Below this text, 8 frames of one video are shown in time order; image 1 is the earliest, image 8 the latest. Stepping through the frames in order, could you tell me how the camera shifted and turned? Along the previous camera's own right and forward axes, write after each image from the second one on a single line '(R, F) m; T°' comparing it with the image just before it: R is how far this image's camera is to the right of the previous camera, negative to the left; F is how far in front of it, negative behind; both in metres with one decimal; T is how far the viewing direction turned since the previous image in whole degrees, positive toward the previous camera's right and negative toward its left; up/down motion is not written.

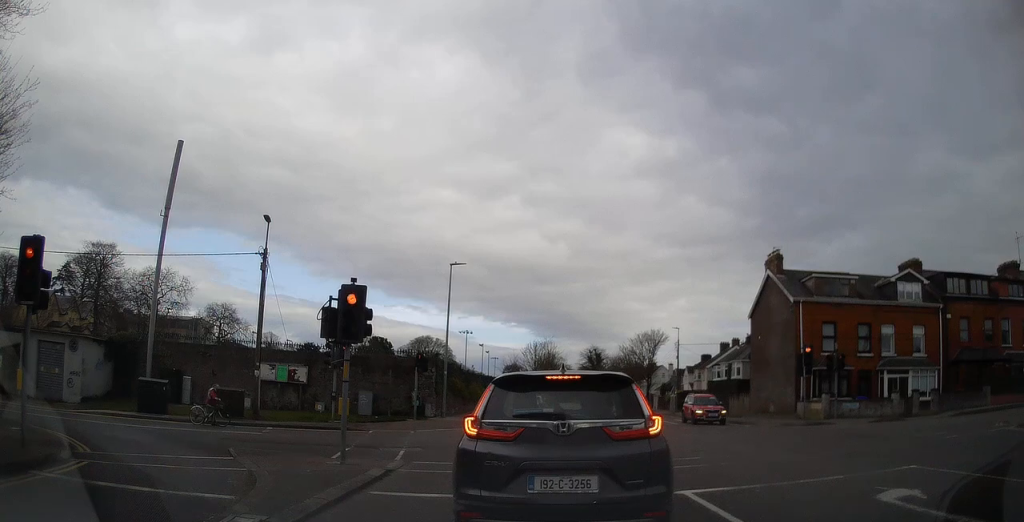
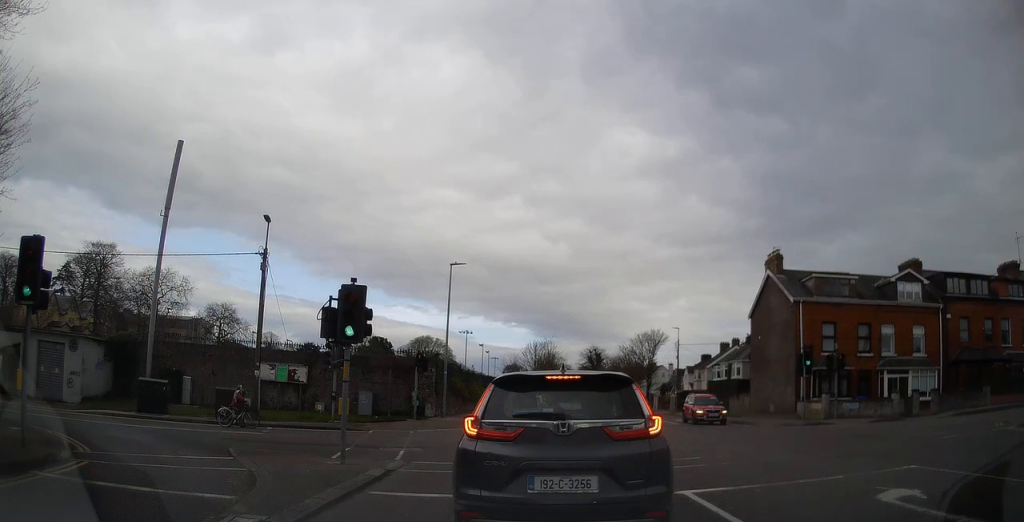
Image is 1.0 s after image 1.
(0.0, 0.0) m; 0°
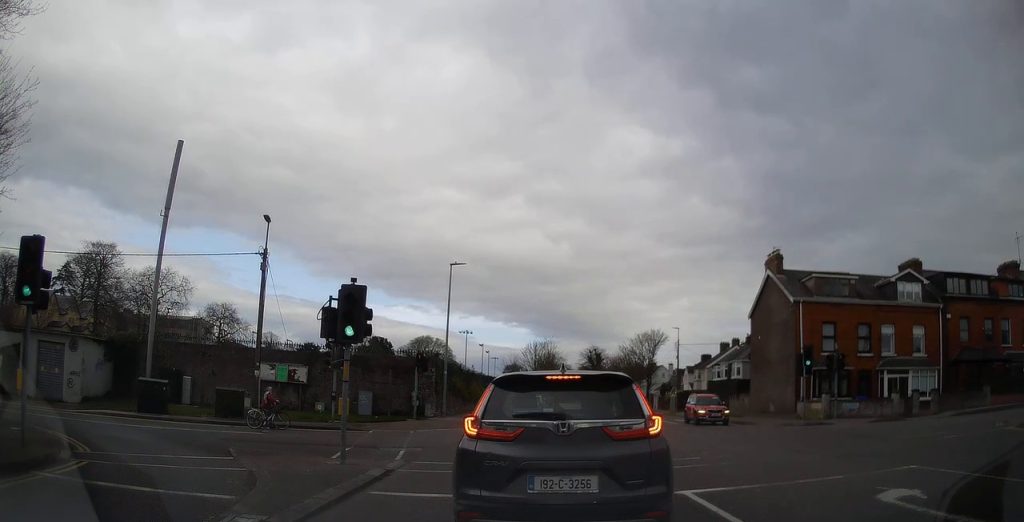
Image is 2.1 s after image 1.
(0.0, 0.0) m; 0°
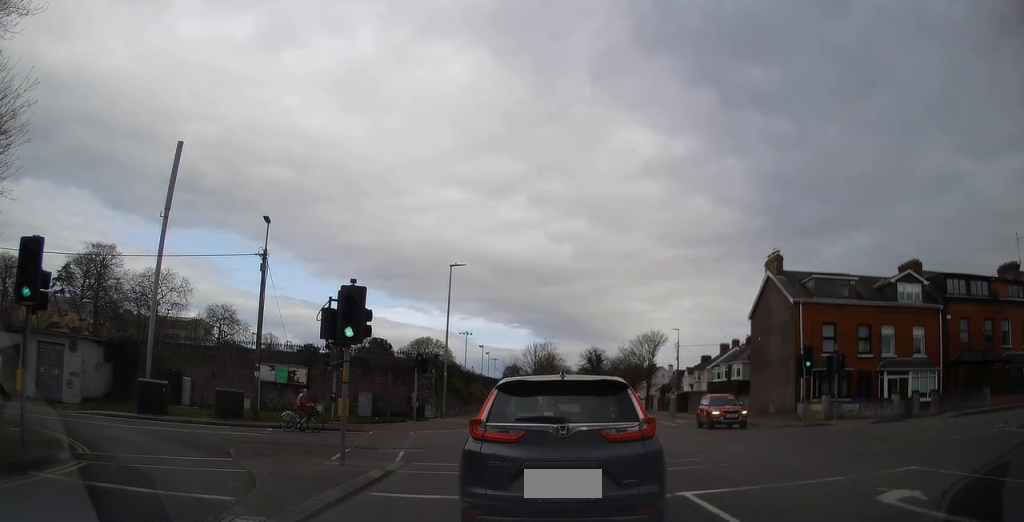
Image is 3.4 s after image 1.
(0.0, 0.0) m; 0°
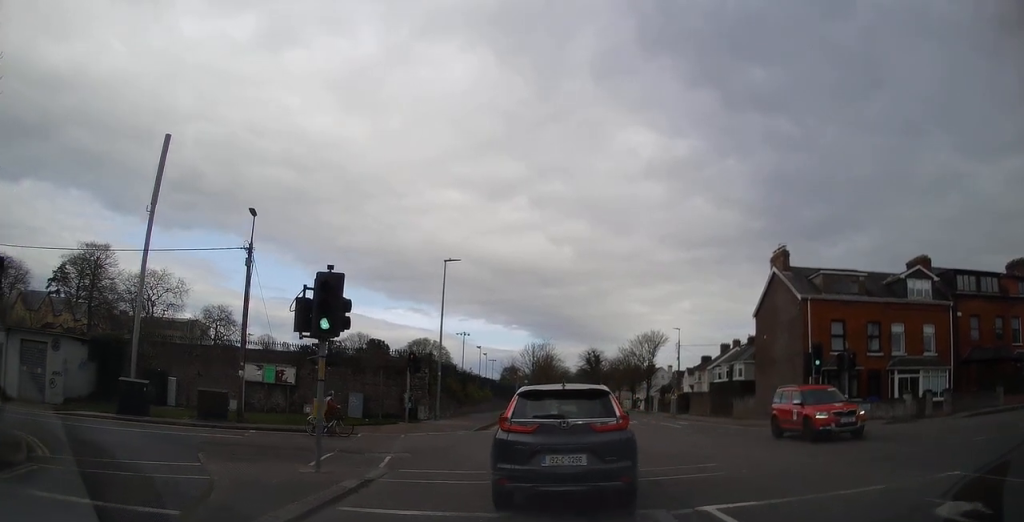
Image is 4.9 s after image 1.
(0.0, 0.0) m; 0°
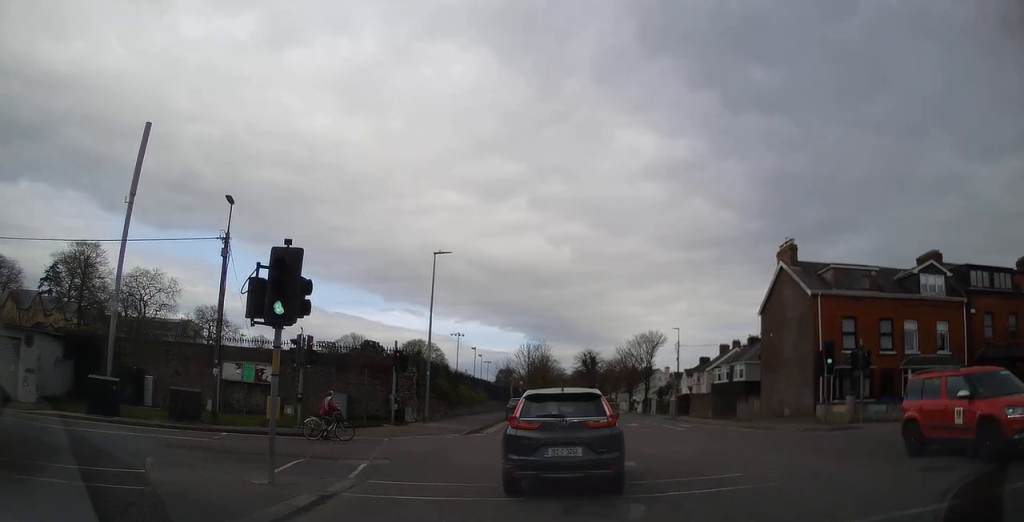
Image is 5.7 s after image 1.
(0.0, +0.2) m; 0°
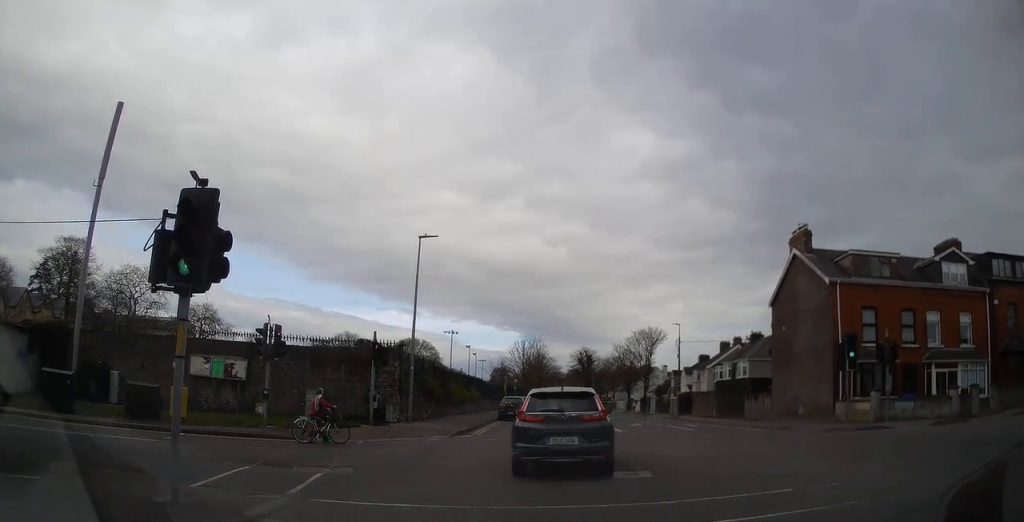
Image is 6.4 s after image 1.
(0.0, +1.0) m; 0°
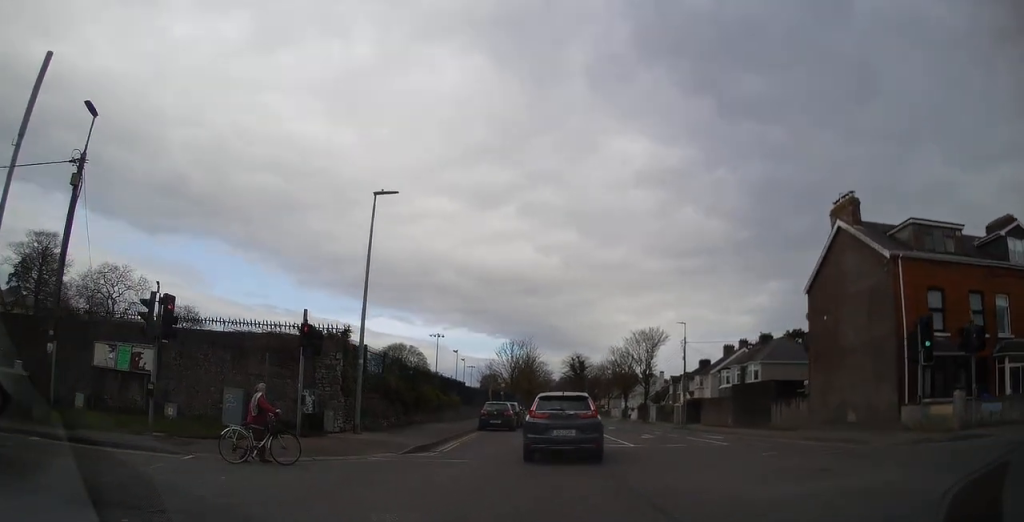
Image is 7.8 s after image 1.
(+0.1, +4.1) m; +5°
